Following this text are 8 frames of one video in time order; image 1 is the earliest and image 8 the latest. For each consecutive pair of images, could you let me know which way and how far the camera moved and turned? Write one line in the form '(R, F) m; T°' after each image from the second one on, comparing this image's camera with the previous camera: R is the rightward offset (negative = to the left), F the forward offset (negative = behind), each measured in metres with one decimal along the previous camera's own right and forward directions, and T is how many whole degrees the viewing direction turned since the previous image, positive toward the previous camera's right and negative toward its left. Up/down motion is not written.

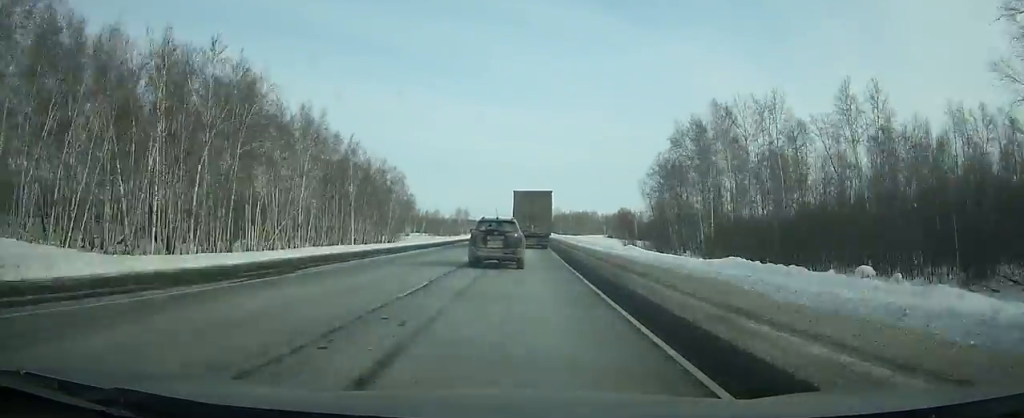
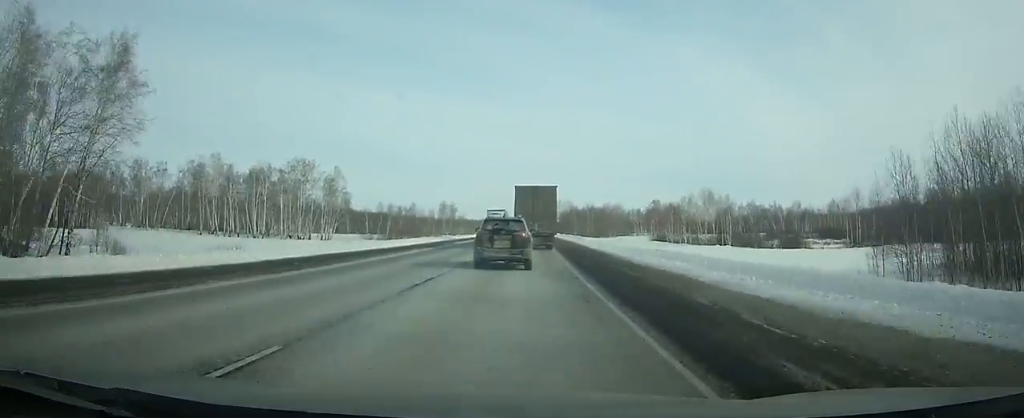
(-0.1, +91.9) m; -1°
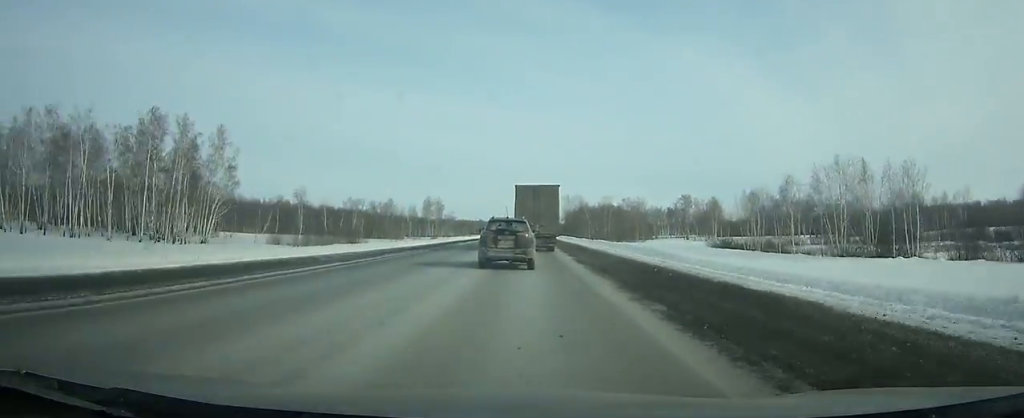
(-0.5, +55.2) m; 0°
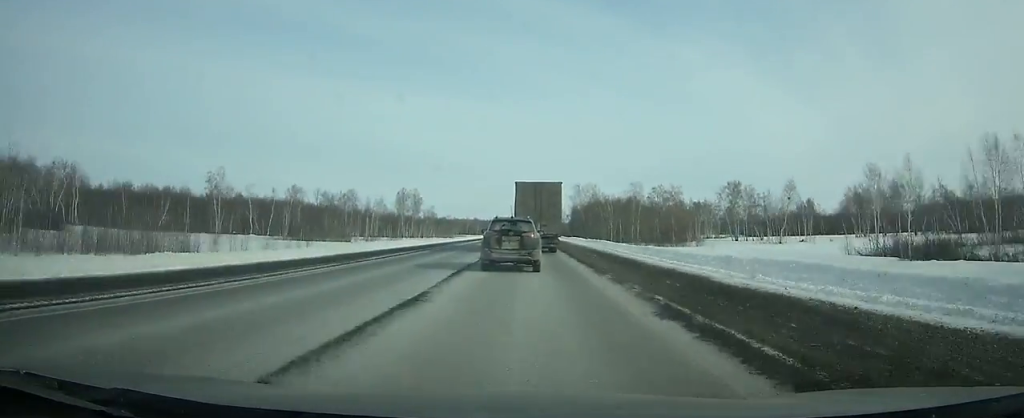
(-0.1, +57.1) m; 0°
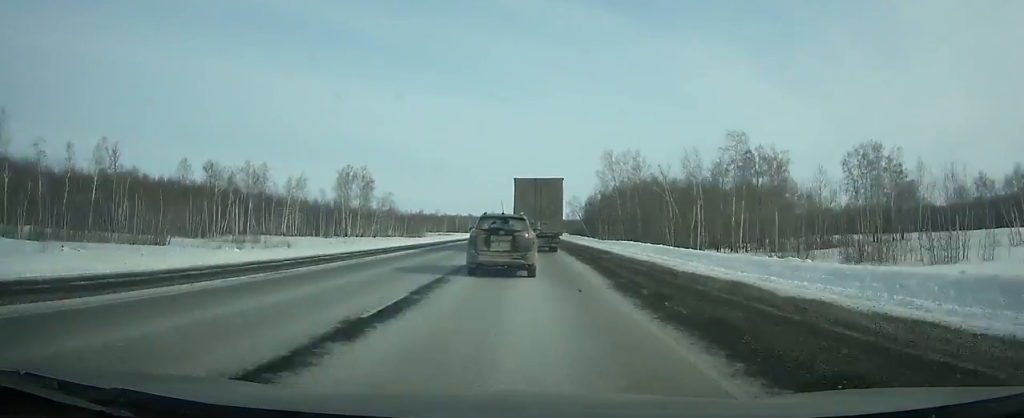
(+0.1, +74.5) m; 0°
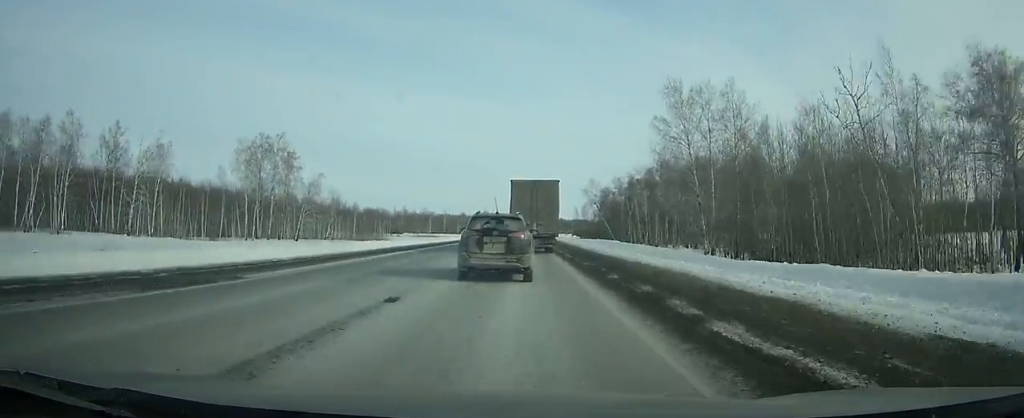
(0.0, +55.5) m; 0°
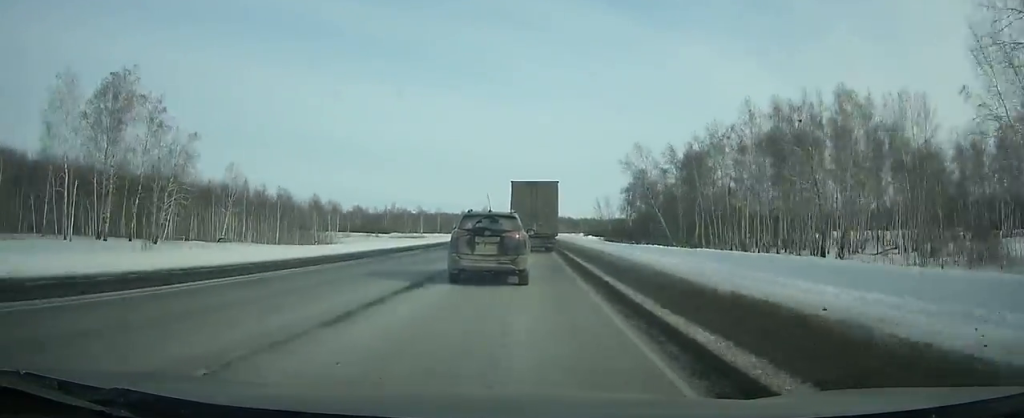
(0.0, +48.4) m; 0°
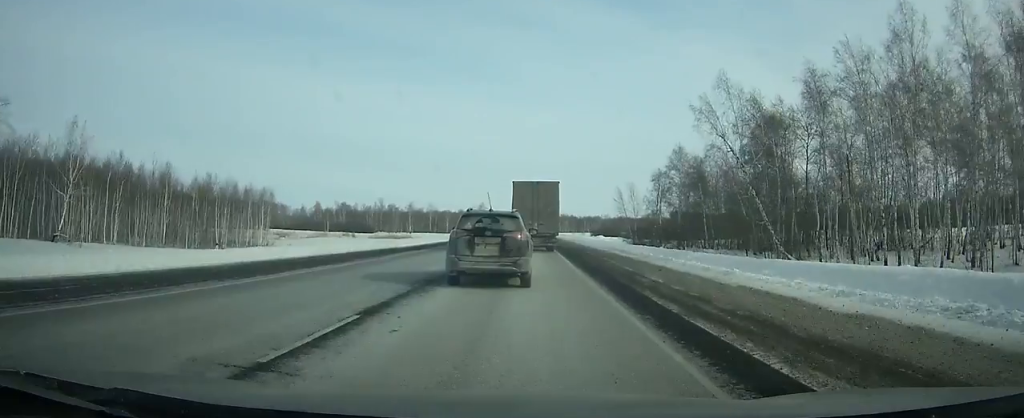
(-0.1, +32.7) m; 0°
